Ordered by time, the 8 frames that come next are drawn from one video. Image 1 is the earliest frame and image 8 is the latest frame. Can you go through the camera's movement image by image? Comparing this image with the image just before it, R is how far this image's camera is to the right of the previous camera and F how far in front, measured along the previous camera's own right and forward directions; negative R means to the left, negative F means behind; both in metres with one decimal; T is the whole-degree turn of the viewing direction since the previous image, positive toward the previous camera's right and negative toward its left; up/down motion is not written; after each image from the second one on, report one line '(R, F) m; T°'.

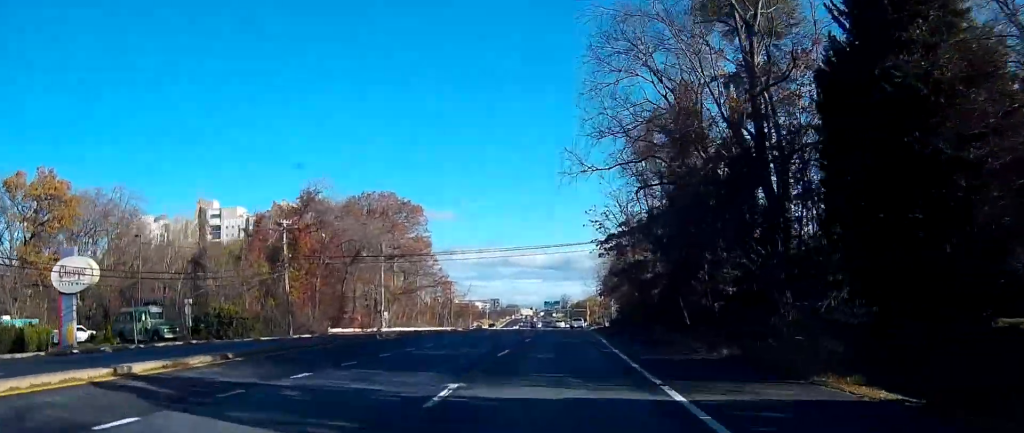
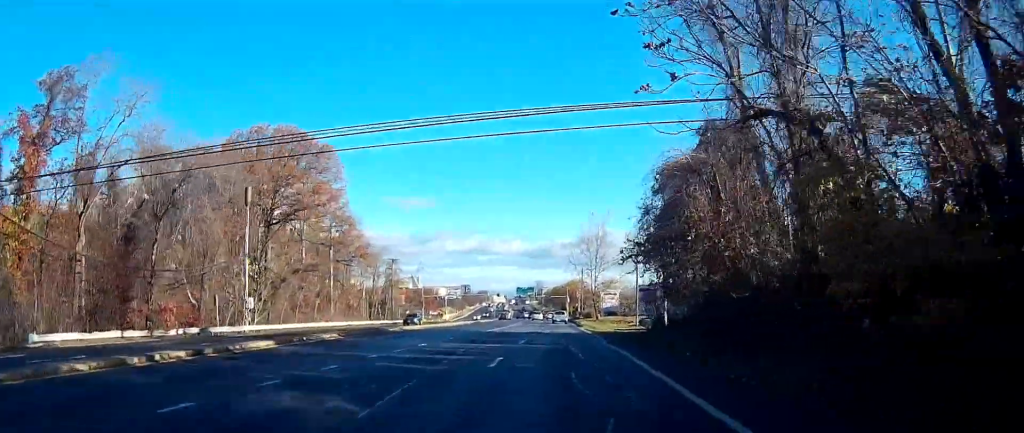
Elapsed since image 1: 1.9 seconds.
(+0.7, +42.8) m; +2°
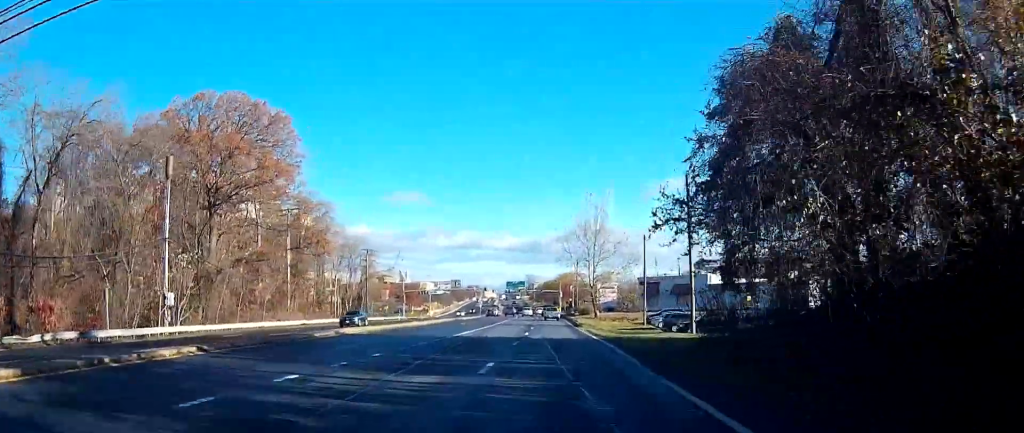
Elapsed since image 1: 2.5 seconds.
(+0.1, +14.0) m; +1°
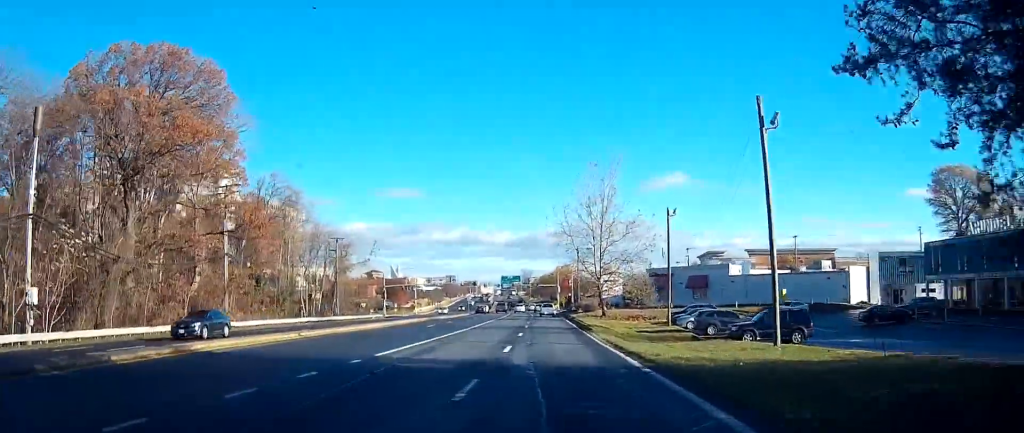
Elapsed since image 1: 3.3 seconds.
(+0.1, +16.7) m; +1°
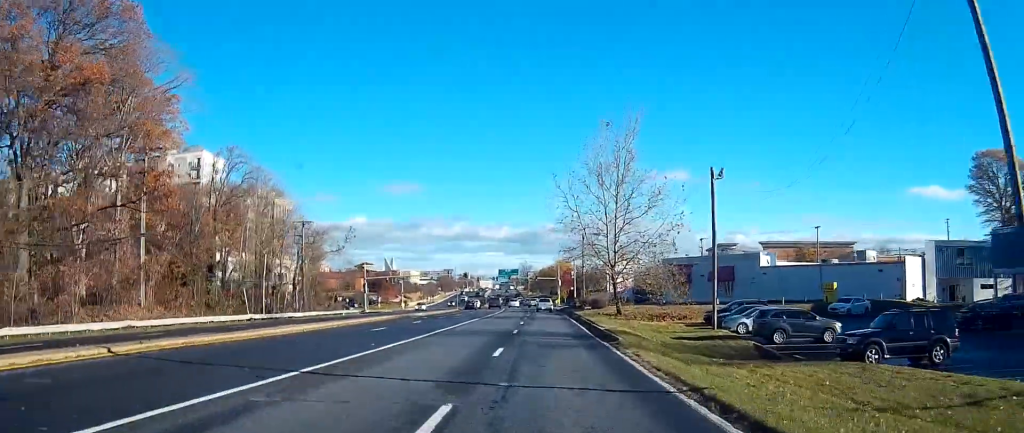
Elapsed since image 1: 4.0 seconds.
(+0.1, +15.7) m; 0°
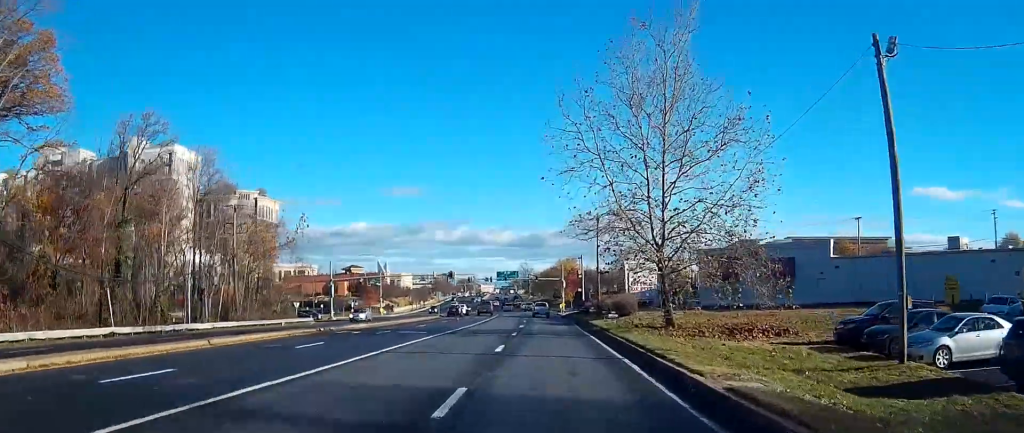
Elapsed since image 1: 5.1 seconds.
(-0.2, +22.8) m; -1°
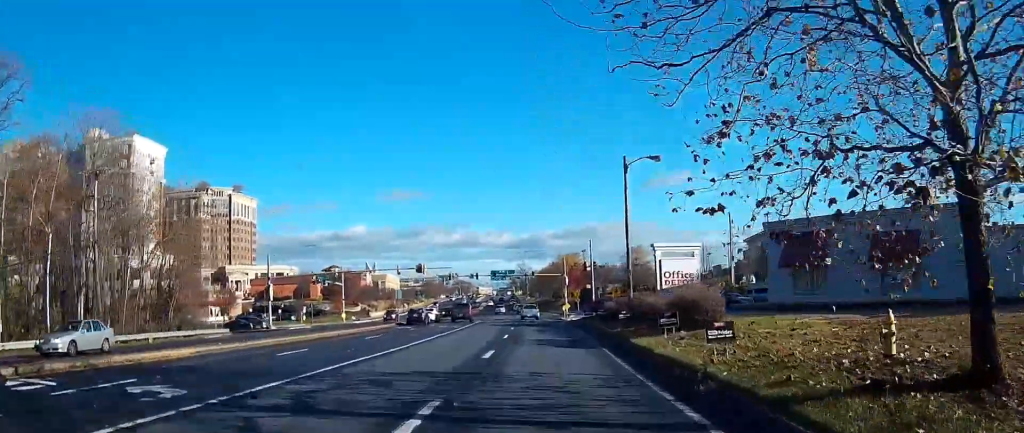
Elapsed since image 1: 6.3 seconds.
(-0.1, +25.7) m; 0°
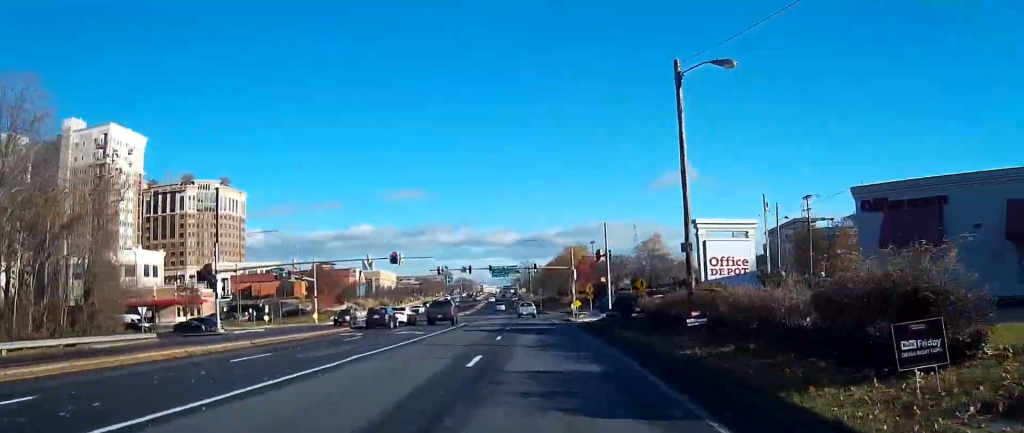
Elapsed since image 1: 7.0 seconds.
(0.0, +15.9) m; 0°
